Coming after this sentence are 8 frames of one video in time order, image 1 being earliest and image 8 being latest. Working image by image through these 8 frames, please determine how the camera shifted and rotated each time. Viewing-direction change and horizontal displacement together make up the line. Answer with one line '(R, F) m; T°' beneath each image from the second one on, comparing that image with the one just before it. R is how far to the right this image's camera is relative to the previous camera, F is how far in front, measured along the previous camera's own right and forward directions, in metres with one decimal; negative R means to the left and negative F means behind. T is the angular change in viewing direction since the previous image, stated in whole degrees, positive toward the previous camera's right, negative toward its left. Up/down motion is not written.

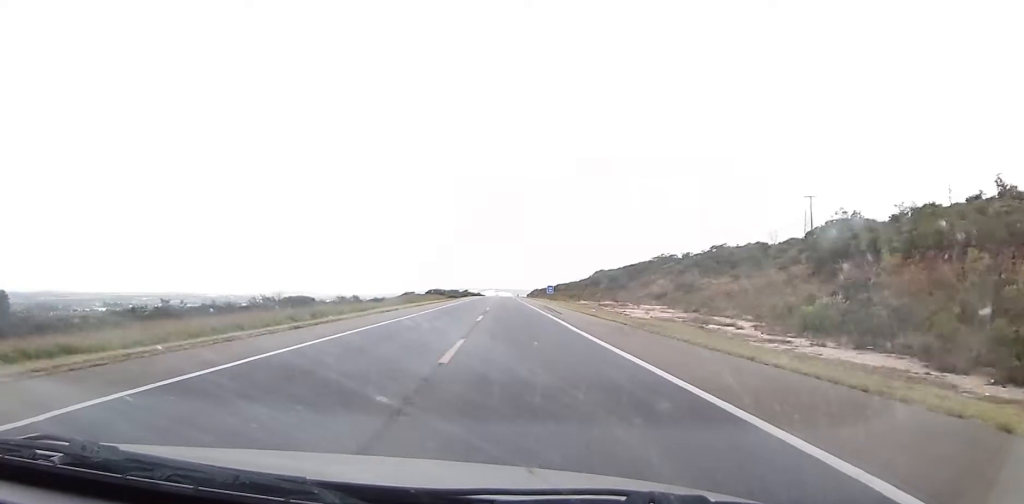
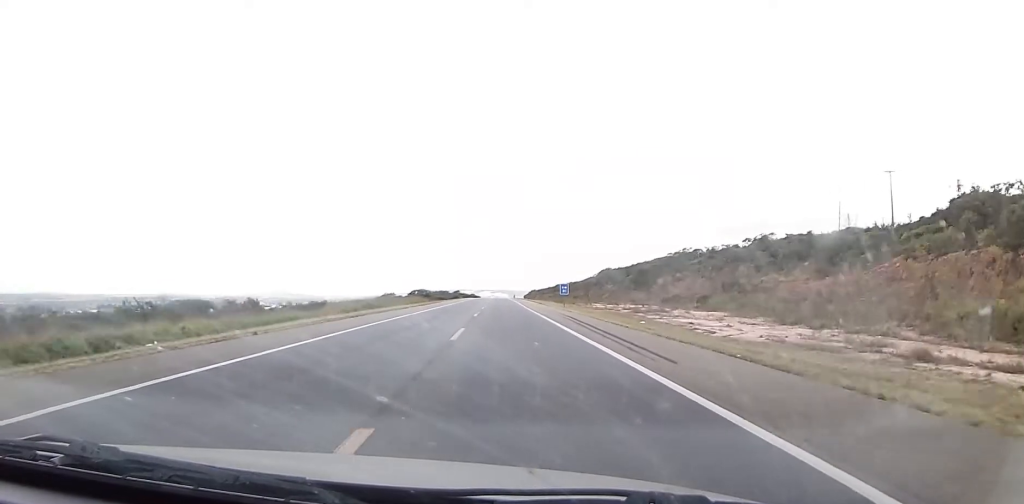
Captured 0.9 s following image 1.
(0.0, +26.2) m; 0°
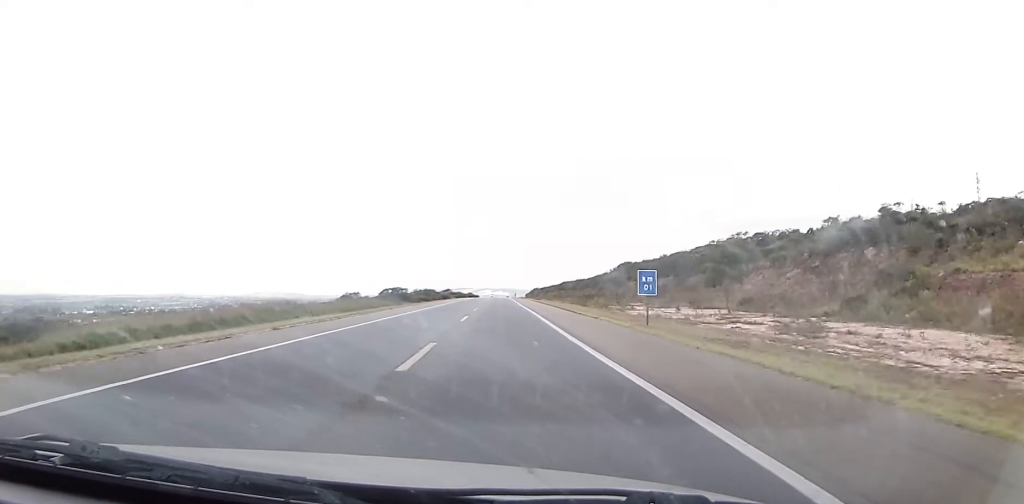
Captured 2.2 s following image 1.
(0.0, +37.9) m; 0°
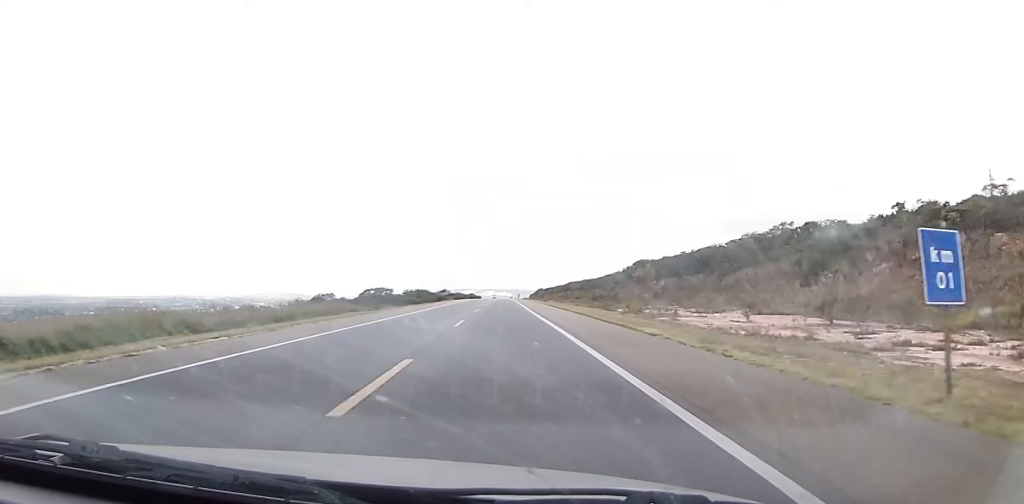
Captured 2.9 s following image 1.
(0.0, +19.5) m; 0°
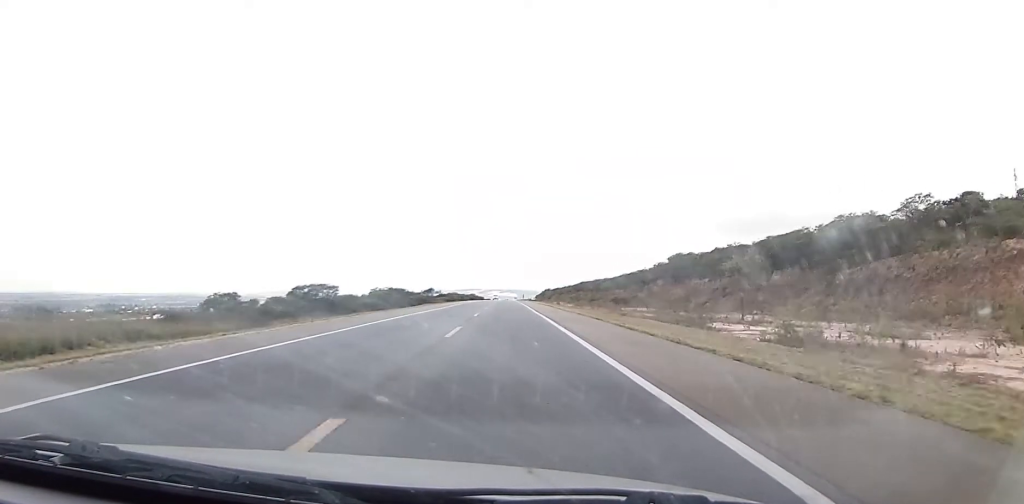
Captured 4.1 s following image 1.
(0.0, +35.8) m; 0°
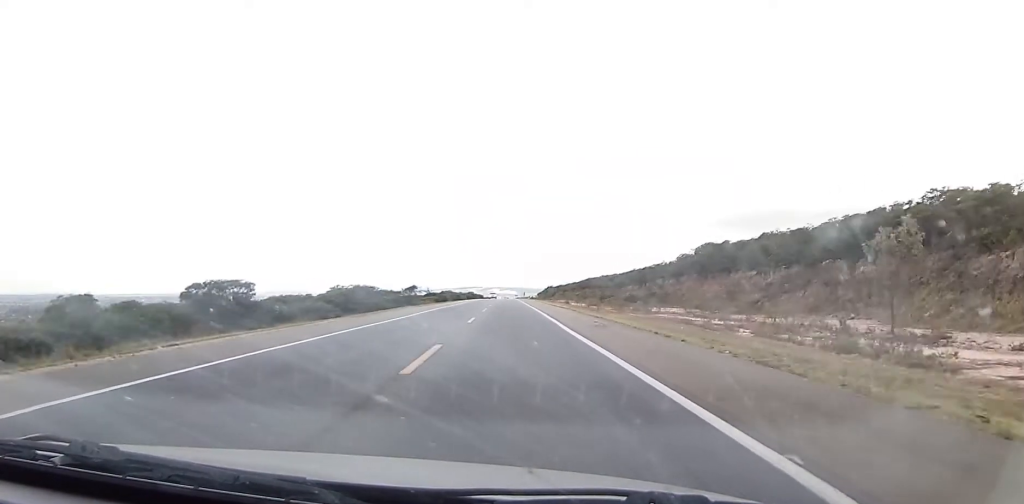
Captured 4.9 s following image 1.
(0.0, +23.1) m; 0°
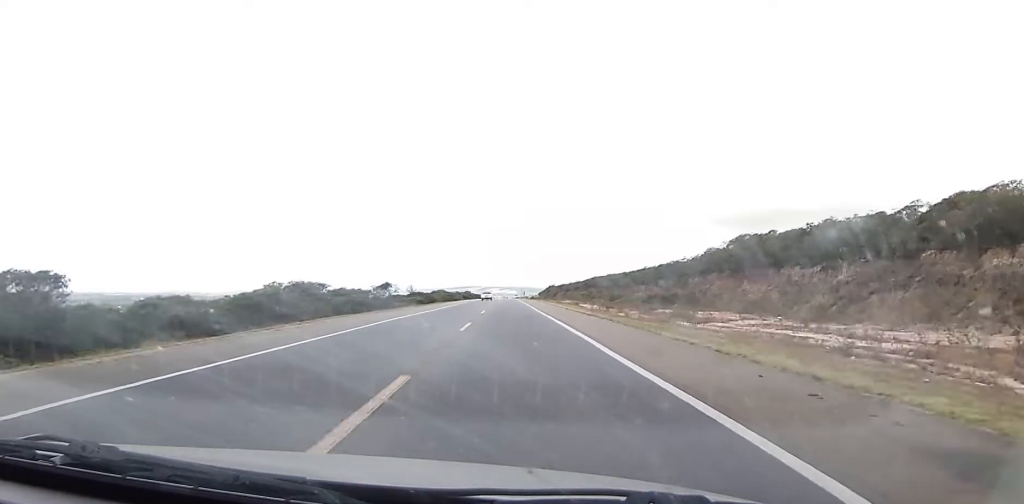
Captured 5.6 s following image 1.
(0.0, +21.1) m; 0°
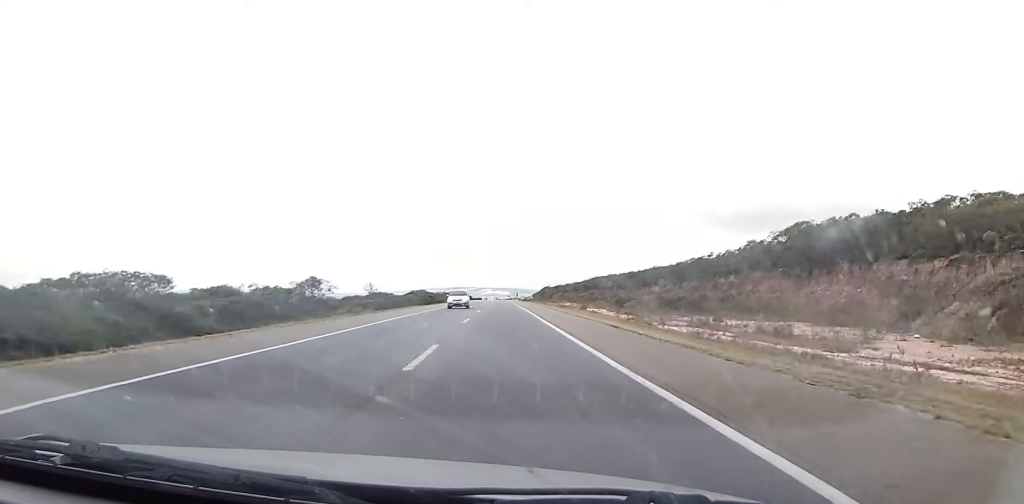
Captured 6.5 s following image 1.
(0.0, +25.8) m; 0°
